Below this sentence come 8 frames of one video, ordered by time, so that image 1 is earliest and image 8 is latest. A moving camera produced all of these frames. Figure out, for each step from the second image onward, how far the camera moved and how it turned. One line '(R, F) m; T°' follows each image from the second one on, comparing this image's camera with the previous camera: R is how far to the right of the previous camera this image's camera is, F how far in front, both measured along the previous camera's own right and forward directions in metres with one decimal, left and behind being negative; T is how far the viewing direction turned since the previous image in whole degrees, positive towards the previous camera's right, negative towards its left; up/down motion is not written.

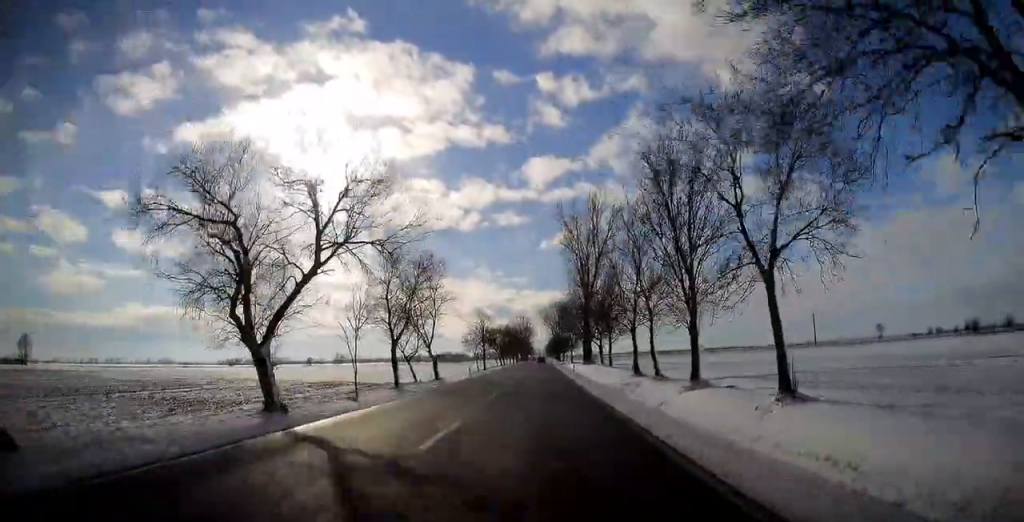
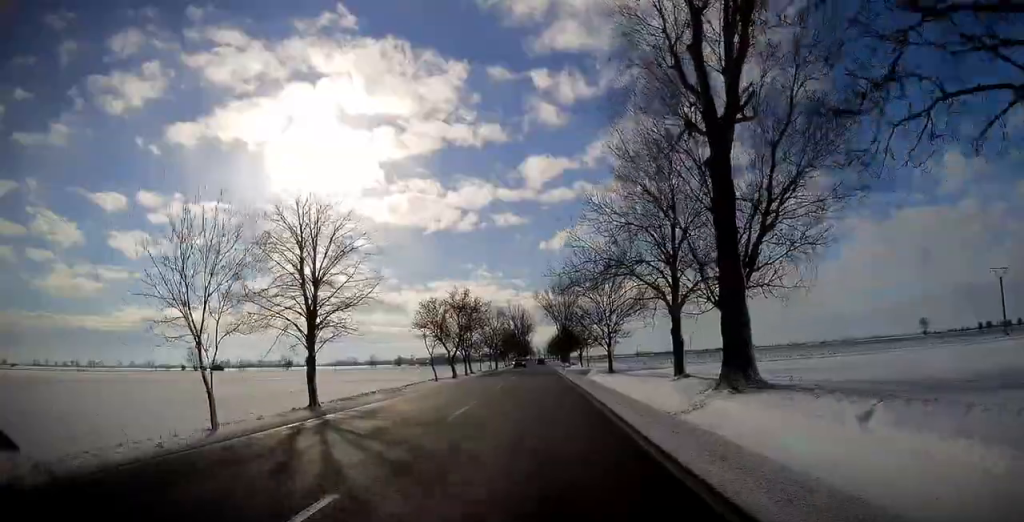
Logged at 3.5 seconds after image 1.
(0.0, +78.2) m; 0°
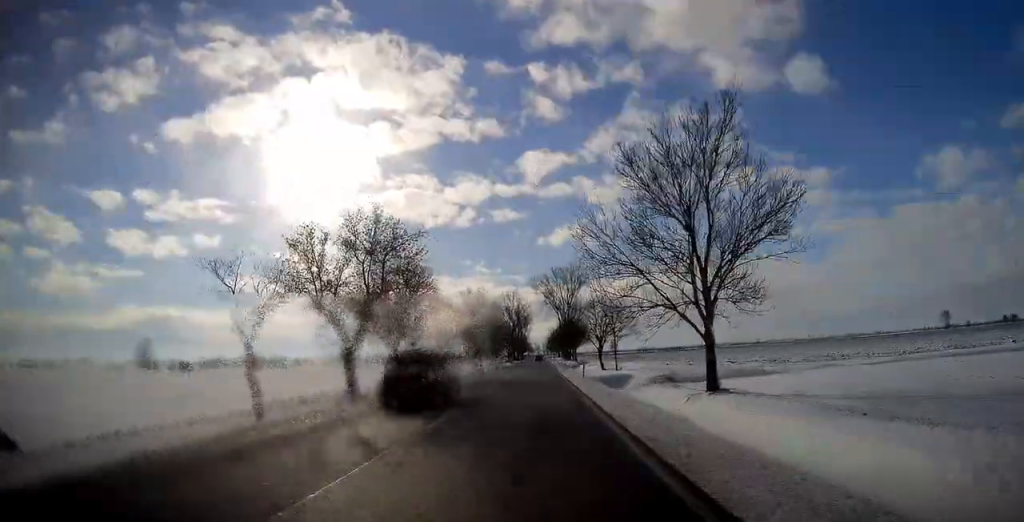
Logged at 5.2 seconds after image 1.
(0.0, +37.0) m; 0°
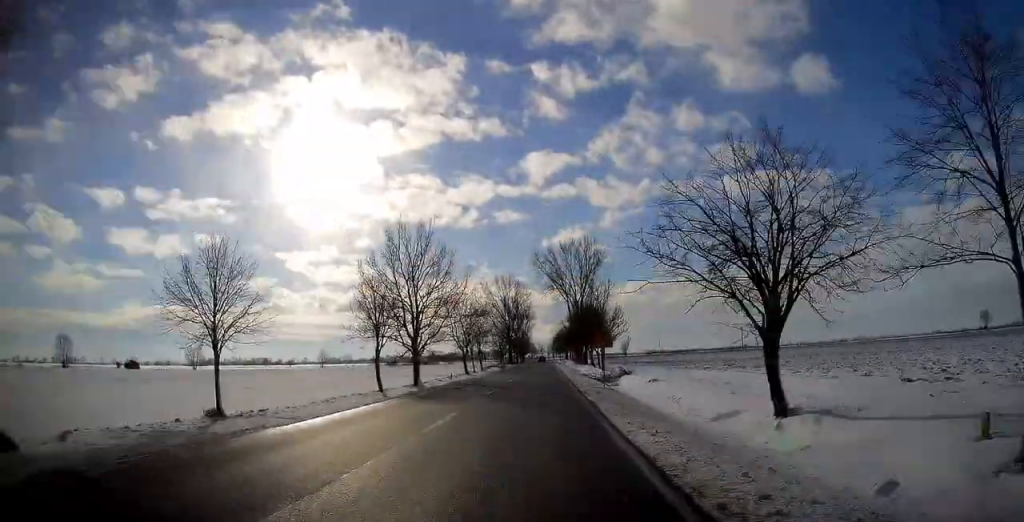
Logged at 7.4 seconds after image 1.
(-0.1, +48.4) m; 0°
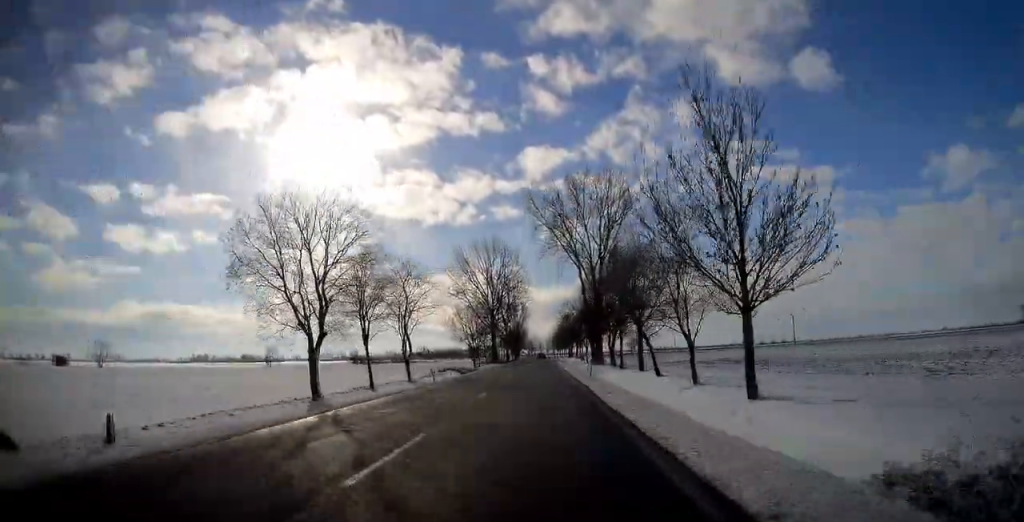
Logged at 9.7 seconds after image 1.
(-0.1, +52.1) m; 0°
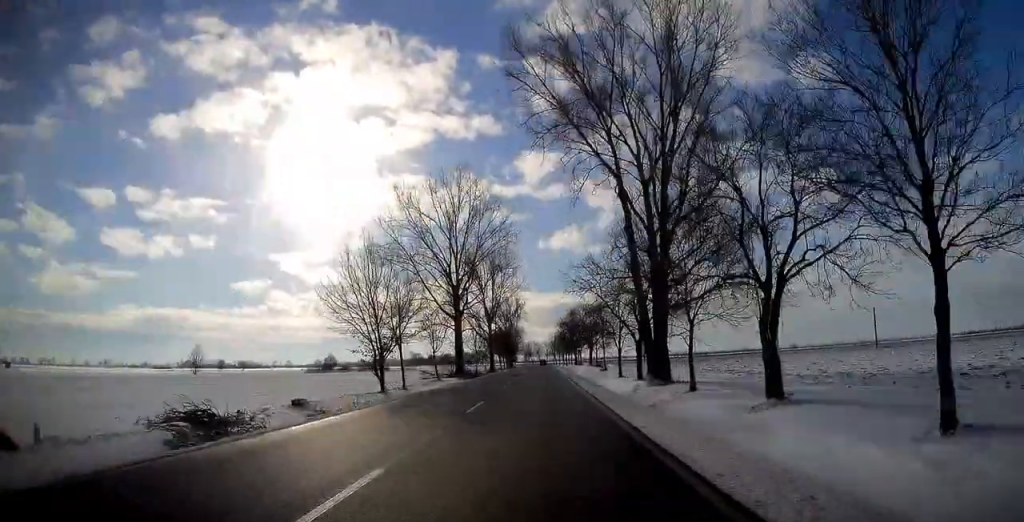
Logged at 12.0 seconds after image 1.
(+0.1, +50.7) m; 0°
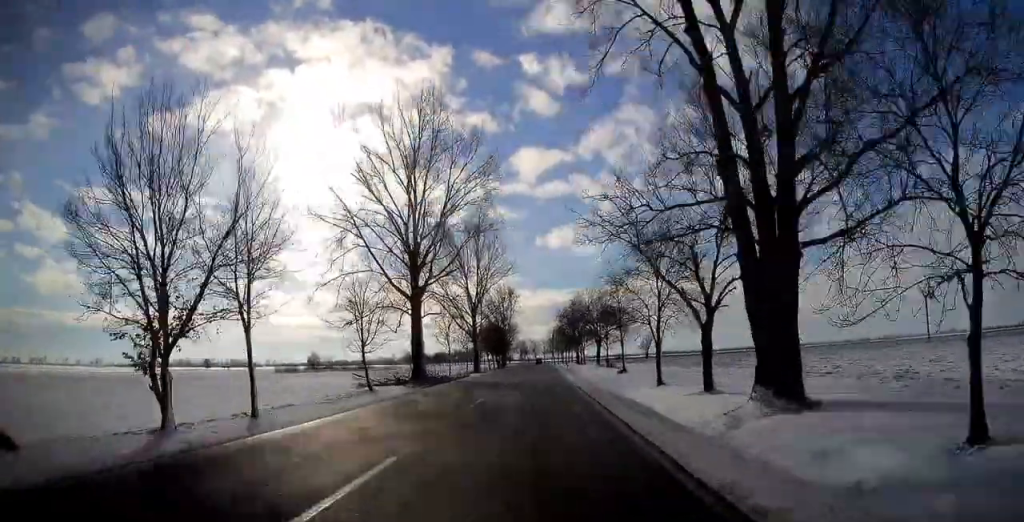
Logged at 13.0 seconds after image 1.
(0.0, +23.0) m; 0°
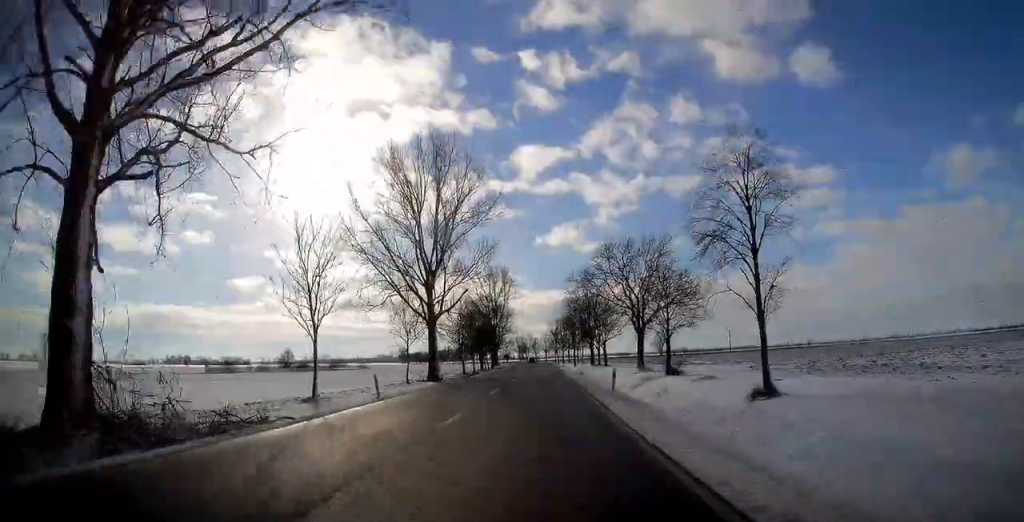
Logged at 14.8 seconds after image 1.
(+0.1, +40.2) m; 0°
